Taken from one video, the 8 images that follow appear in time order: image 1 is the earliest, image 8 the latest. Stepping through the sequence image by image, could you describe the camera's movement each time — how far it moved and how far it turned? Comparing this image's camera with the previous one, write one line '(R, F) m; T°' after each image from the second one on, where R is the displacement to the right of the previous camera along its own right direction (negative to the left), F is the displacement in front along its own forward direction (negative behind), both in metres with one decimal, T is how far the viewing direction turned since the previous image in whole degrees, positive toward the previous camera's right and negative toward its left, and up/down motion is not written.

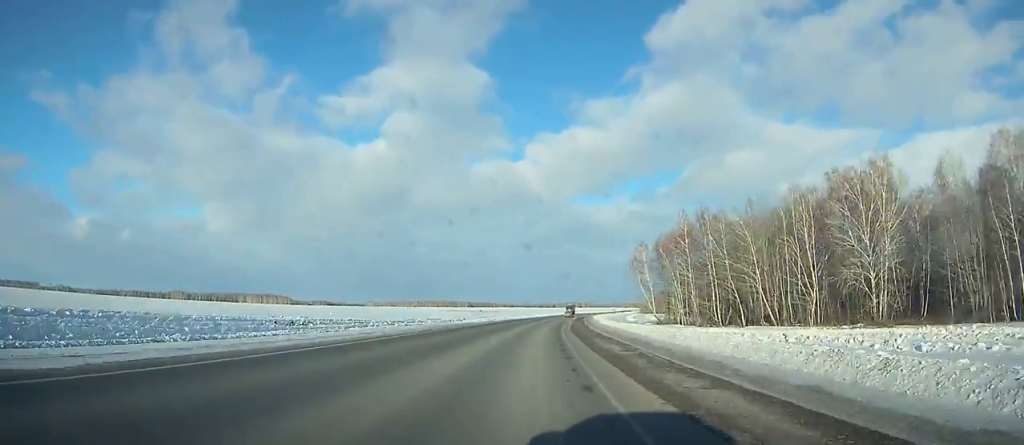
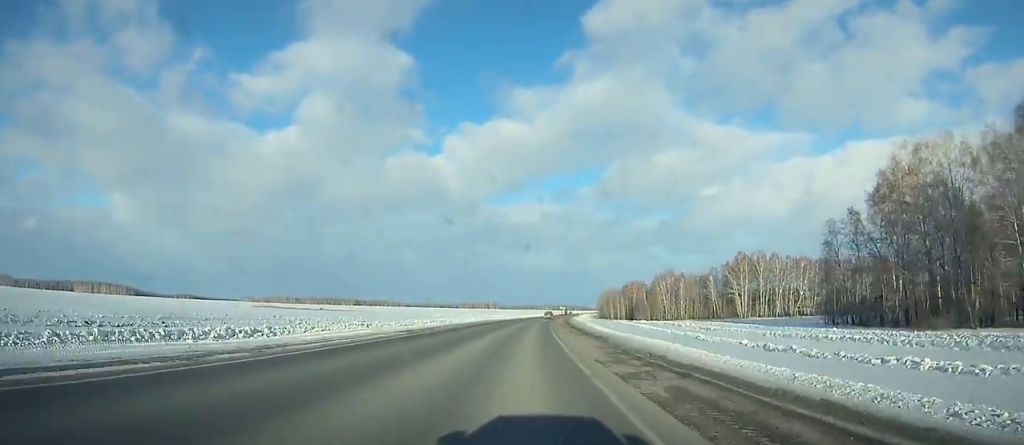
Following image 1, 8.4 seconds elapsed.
(+20.7, +252.5) m; +8°
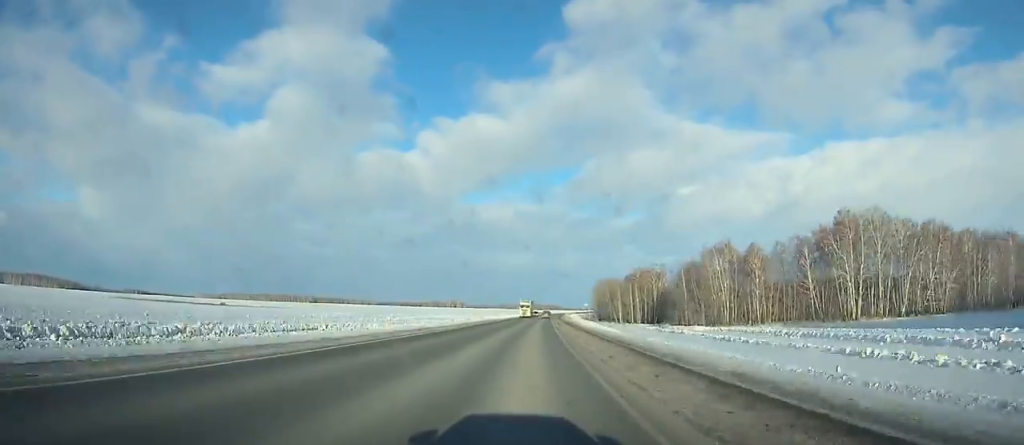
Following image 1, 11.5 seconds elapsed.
(+2.2, +94.4) m; +3°
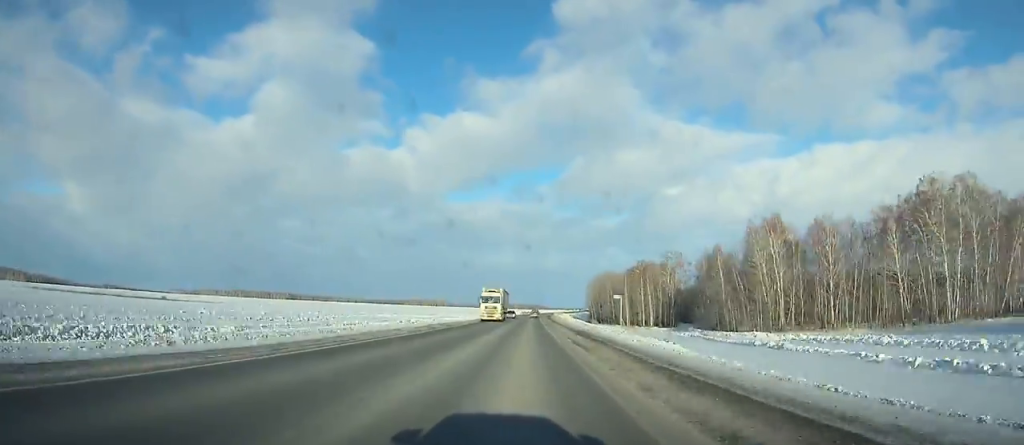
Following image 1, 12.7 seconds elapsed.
(+0.5, +36.7) m; +1°
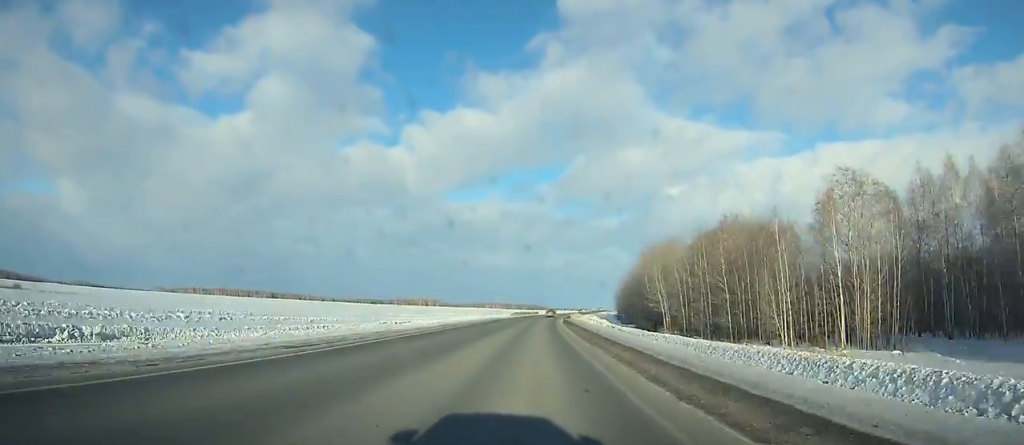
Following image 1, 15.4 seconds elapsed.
(+1.7, +82.8) m; +2°
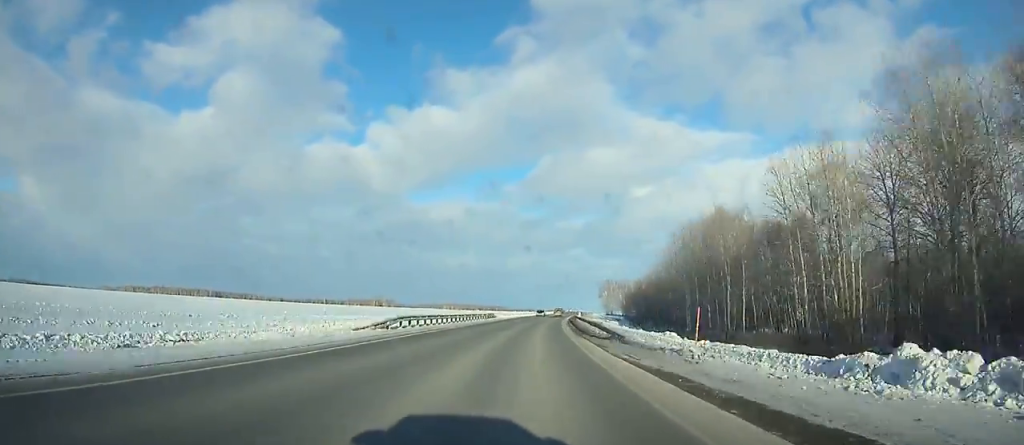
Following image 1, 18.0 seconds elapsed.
(+0.4, +79.8) m; +3°
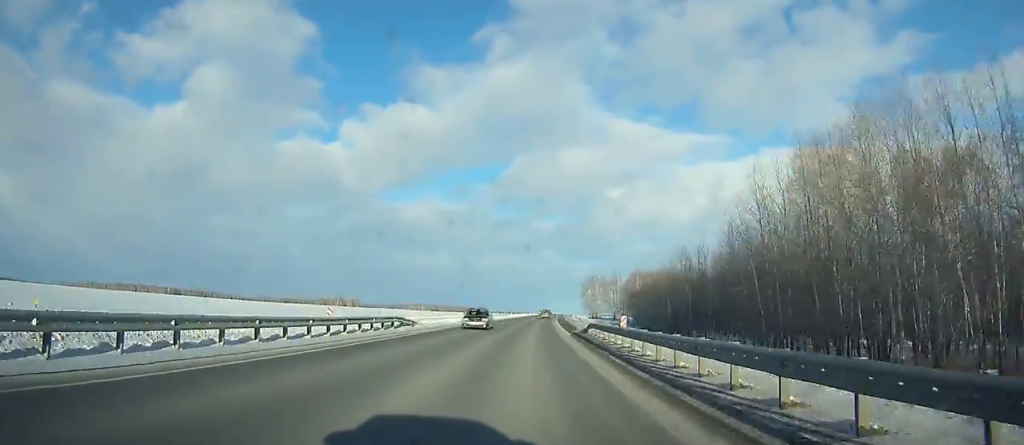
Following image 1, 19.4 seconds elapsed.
(+1.6, +42.9) m; +2°
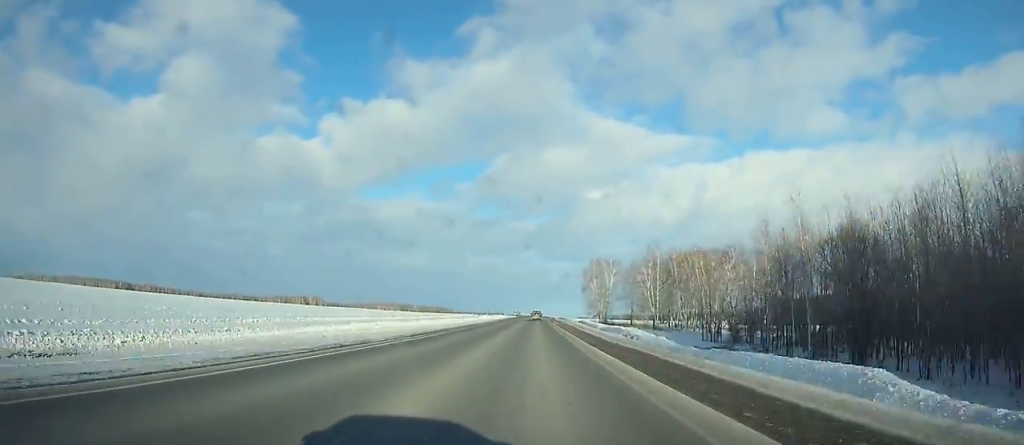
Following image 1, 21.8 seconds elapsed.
(+2.0, +73.5) m; +3°
